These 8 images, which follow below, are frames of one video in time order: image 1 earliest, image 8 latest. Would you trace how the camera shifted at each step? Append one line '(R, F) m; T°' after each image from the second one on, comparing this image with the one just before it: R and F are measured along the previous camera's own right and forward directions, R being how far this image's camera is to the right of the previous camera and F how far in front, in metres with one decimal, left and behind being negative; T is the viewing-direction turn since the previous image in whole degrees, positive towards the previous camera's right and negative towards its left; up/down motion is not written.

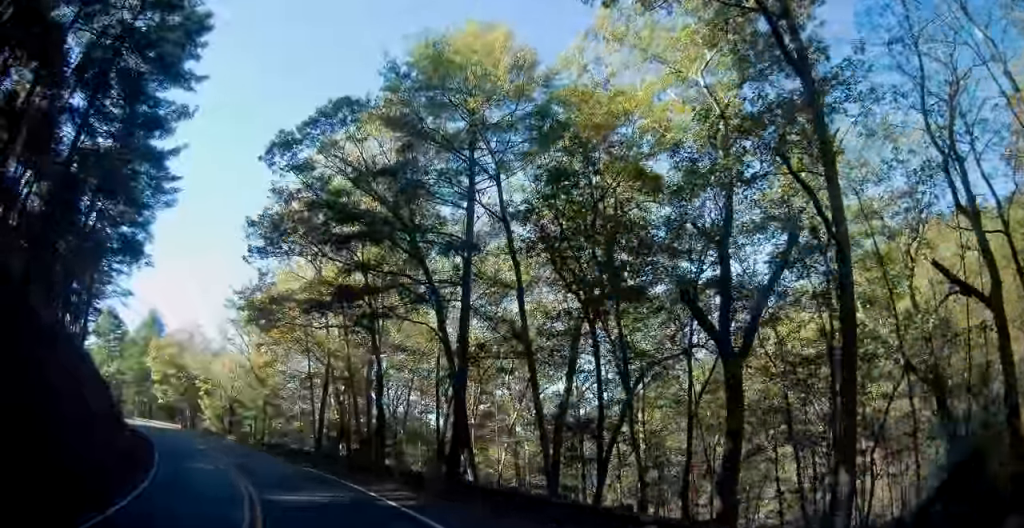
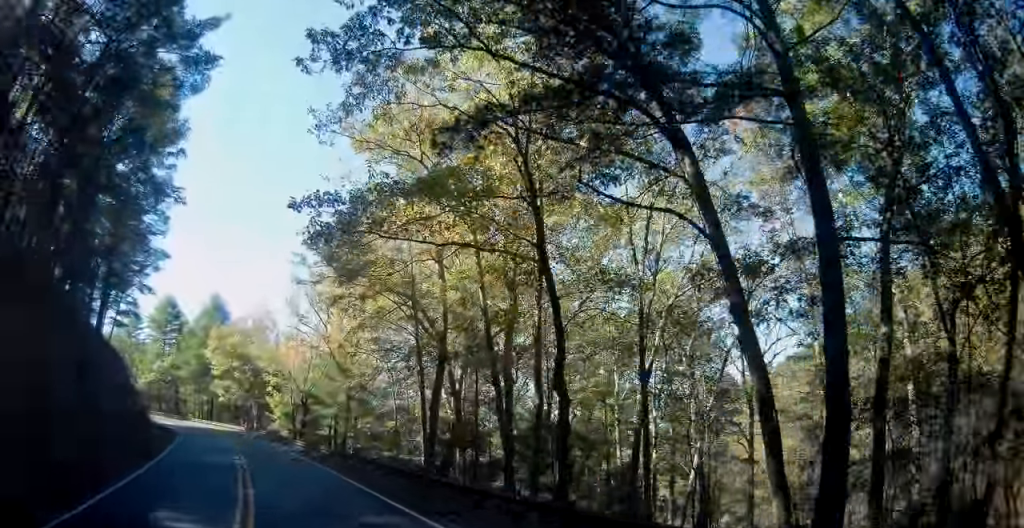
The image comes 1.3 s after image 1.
(-0.7, +14.2) m; -7°
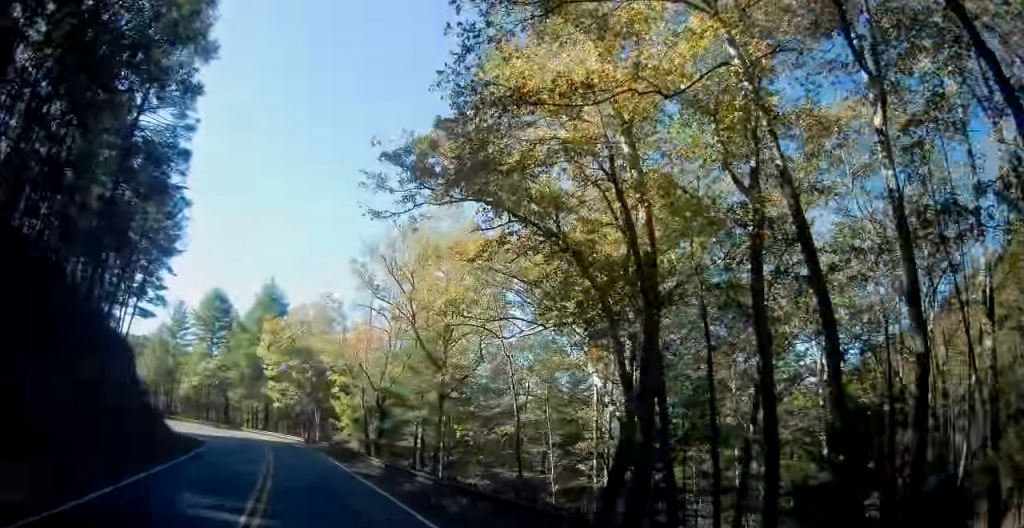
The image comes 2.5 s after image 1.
(-1.1, +13.0) m; -9°
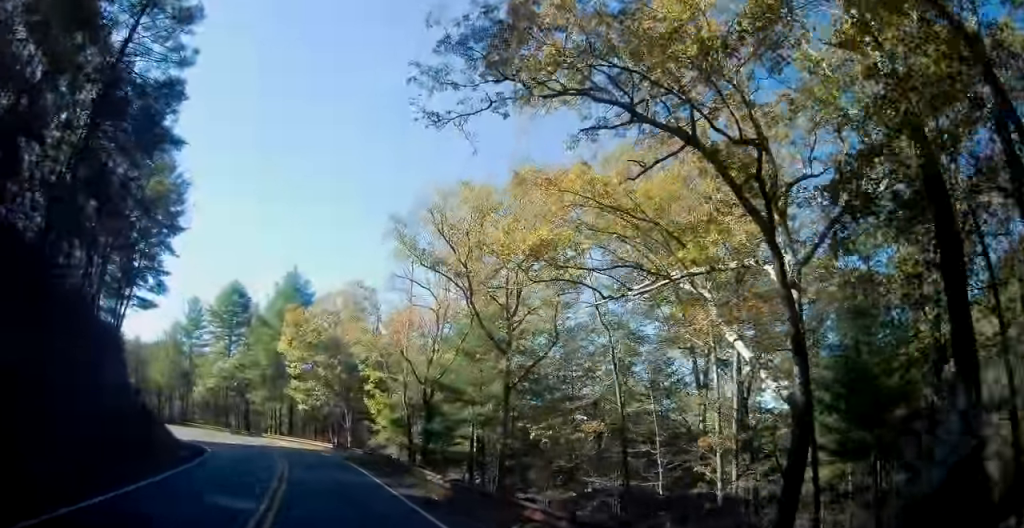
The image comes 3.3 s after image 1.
(-0.4, +7.9) m; -3°
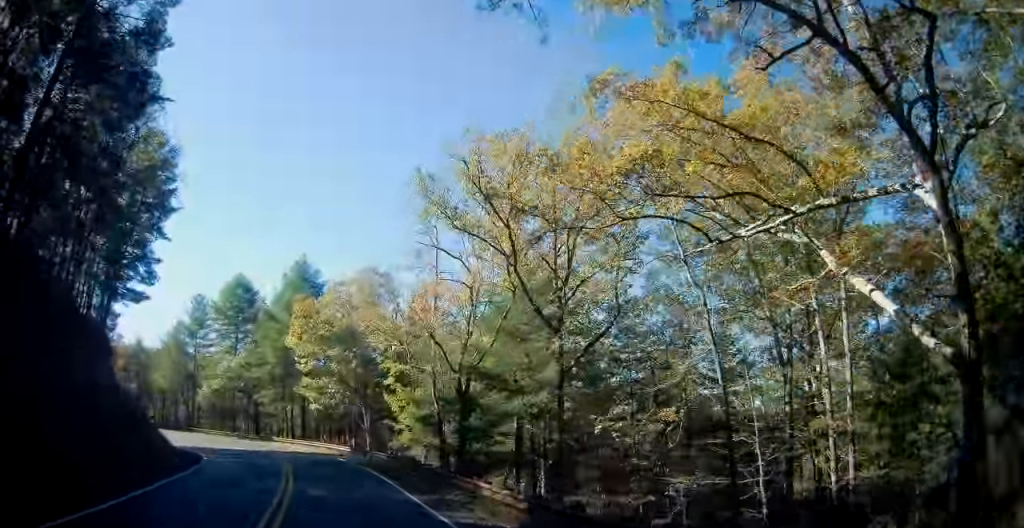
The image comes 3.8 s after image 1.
(-0.1, +5.4) m; -2°
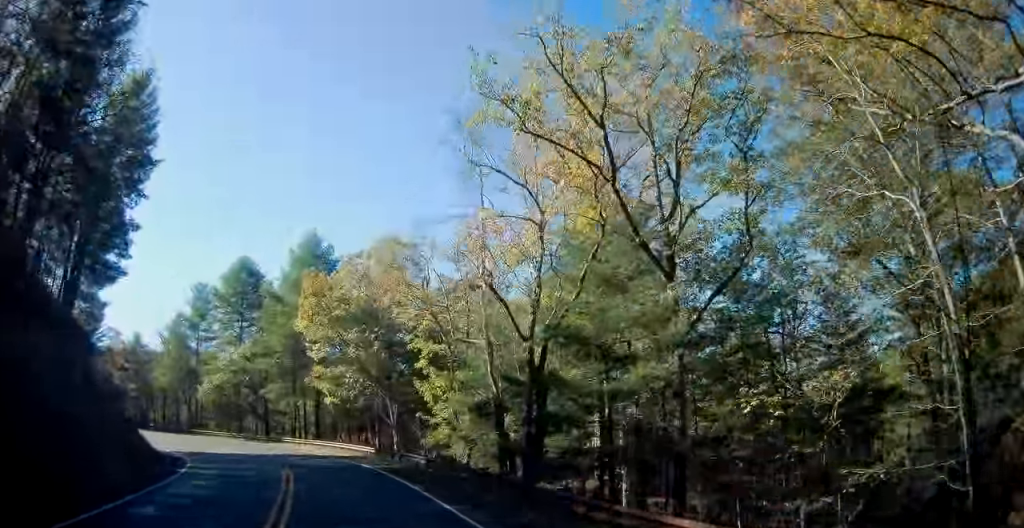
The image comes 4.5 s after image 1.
(+0.1, +7.9) m; -3°
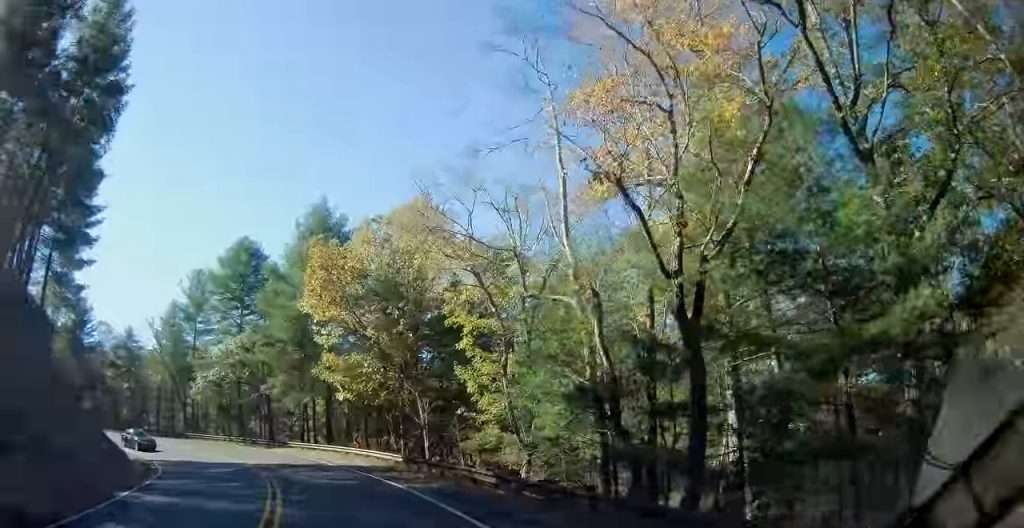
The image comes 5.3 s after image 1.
(-0.5, +8.2) m; -3°
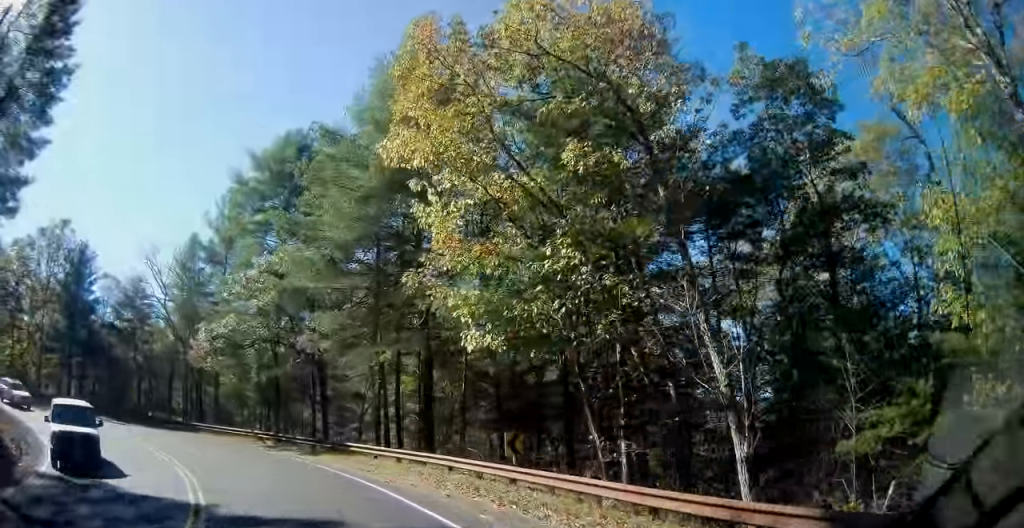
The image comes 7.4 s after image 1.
(-0.7, +21.8) m; -2°
